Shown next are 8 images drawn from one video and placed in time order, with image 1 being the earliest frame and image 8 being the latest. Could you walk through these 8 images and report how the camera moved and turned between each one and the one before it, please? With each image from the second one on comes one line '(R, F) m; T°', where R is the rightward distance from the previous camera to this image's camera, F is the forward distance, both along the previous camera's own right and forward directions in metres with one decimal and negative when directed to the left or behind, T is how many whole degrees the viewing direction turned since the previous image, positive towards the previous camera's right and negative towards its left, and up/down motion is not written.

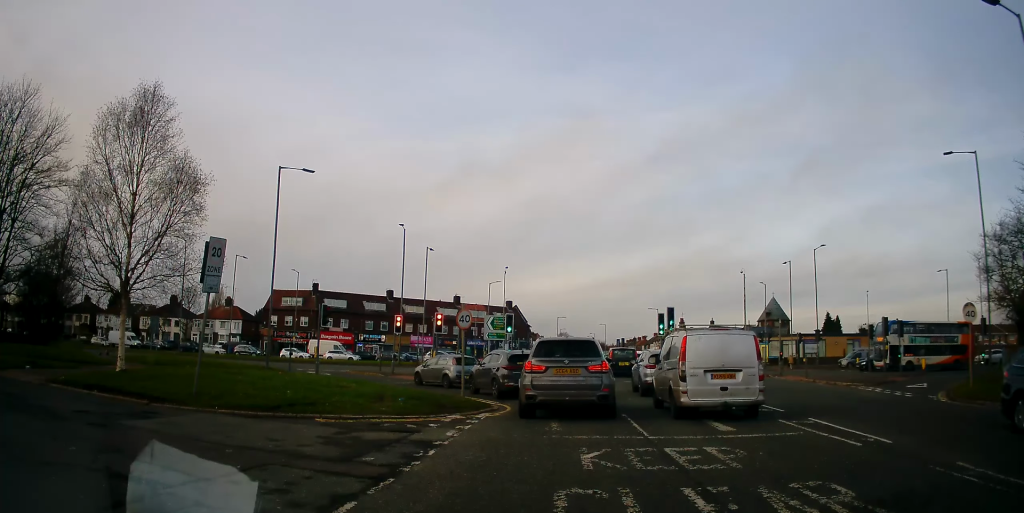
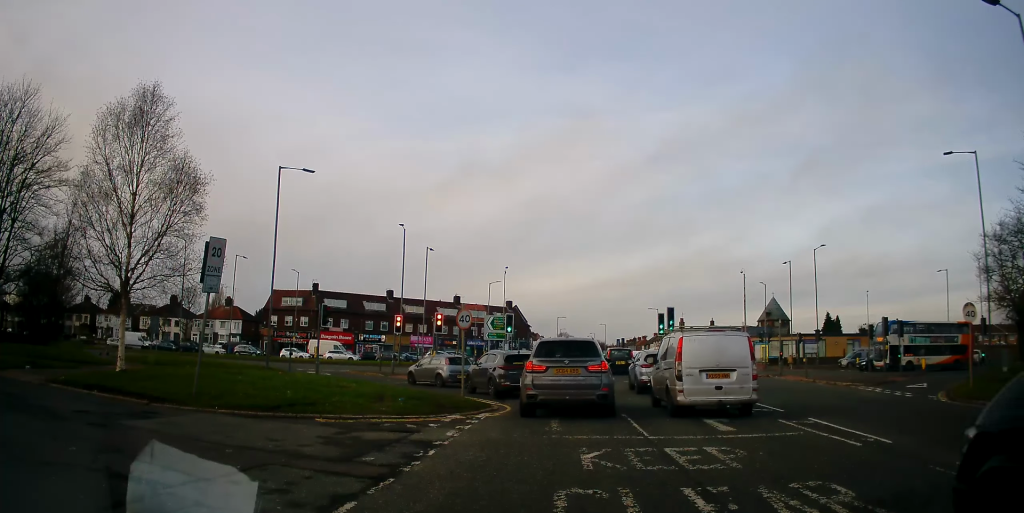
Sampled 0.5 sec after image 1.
(0.0, 0.0) m; 0°
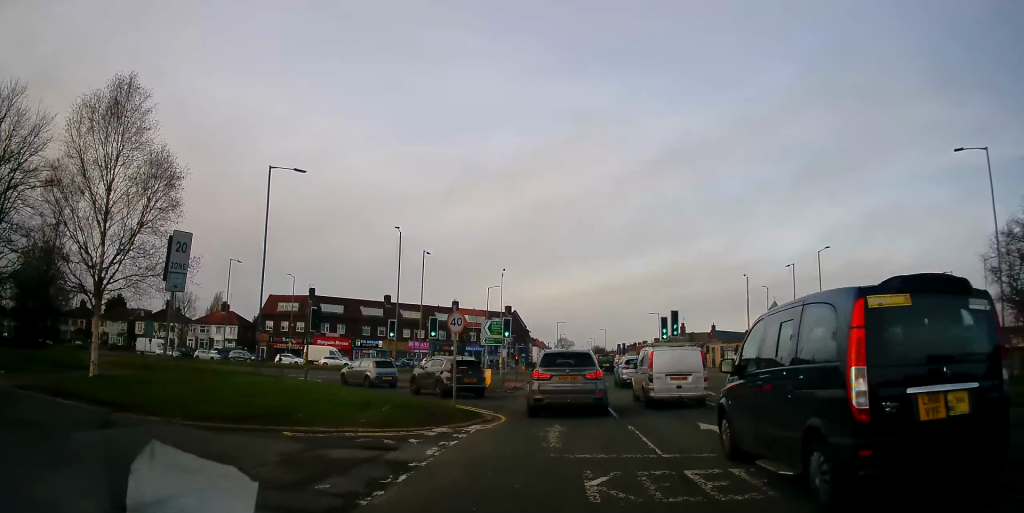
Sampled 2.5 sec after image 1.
(0.0, +0.4) m; 0°
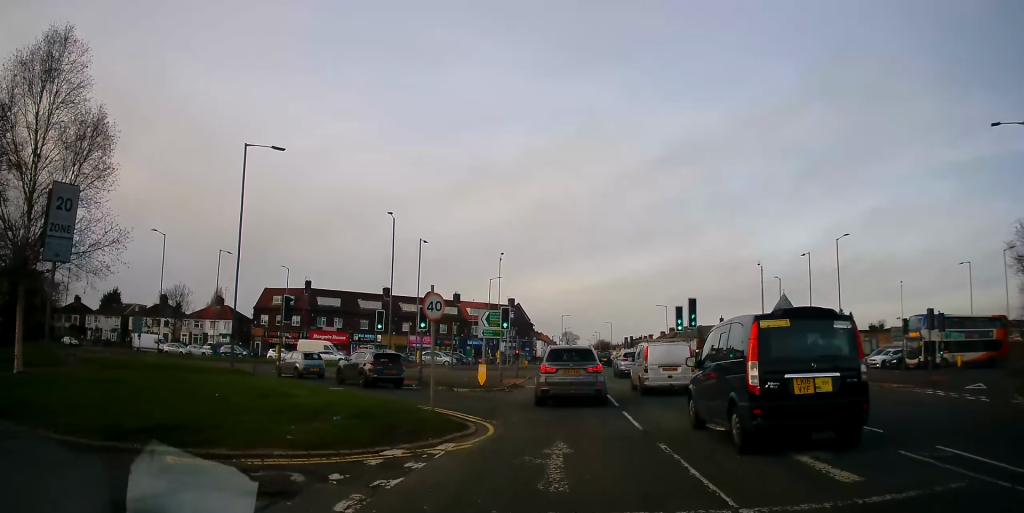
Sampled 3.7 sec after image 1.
(0.0, +2.0) m; 0°
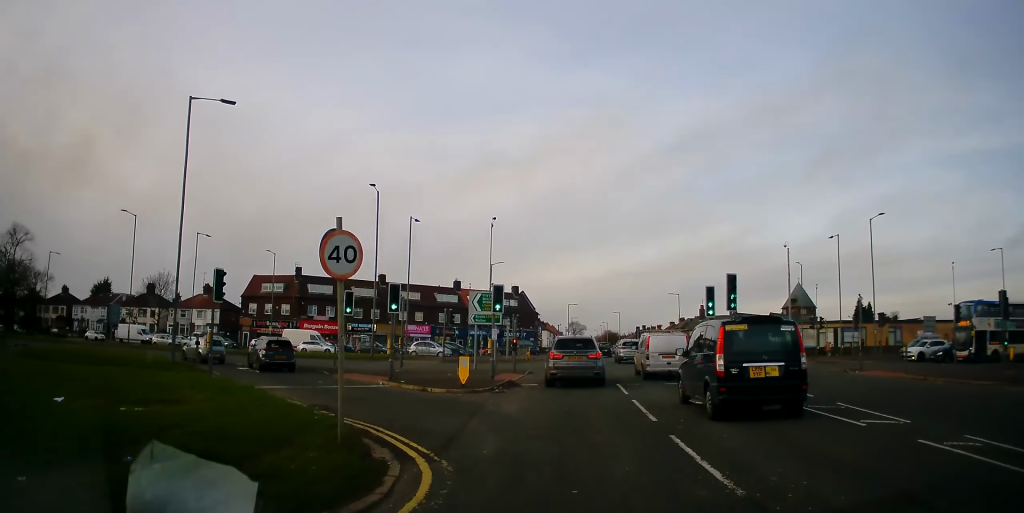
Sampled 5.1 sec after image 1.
(+0.2, +5.3) m; +3°
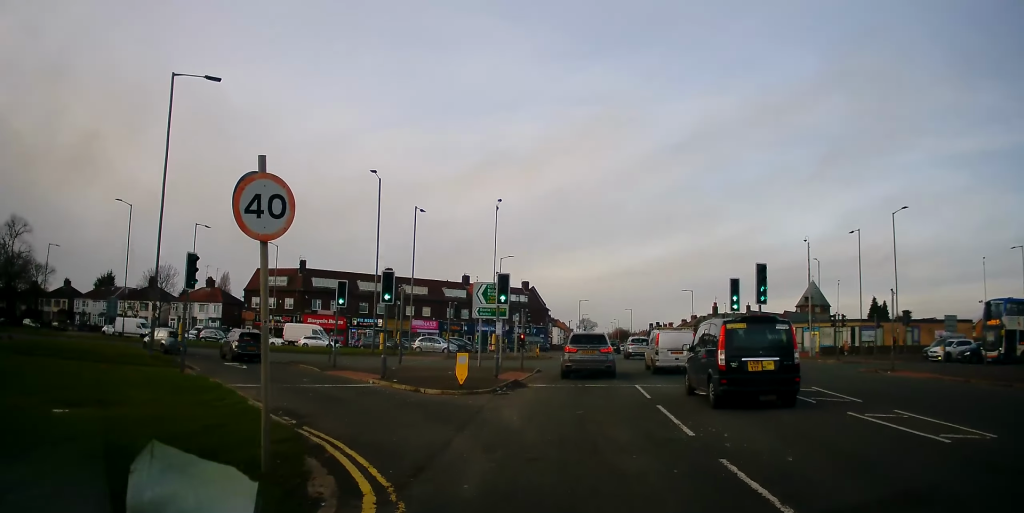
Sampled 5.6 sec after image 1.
(+0.1, +2.3) m; 0°
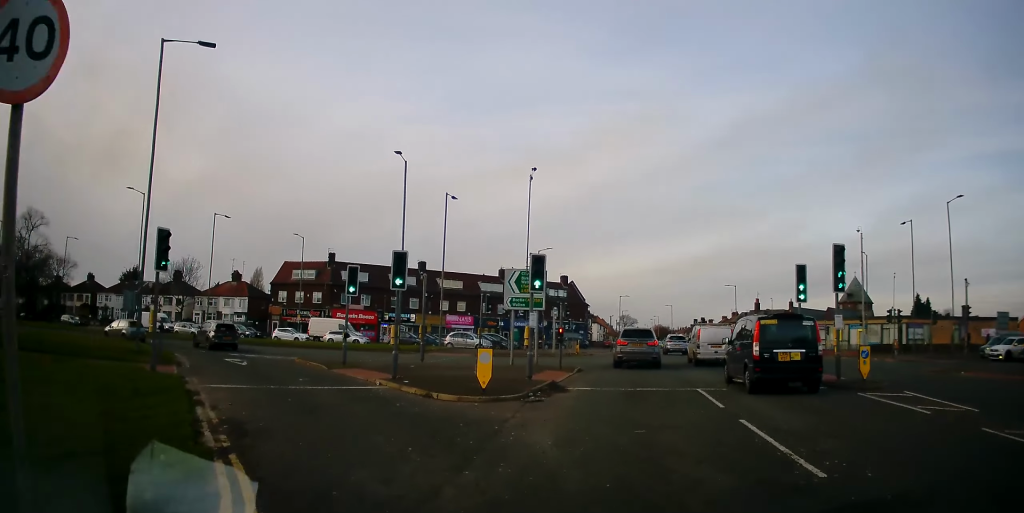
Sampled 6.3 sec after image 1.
(-0.2, +3.2) m; -4°
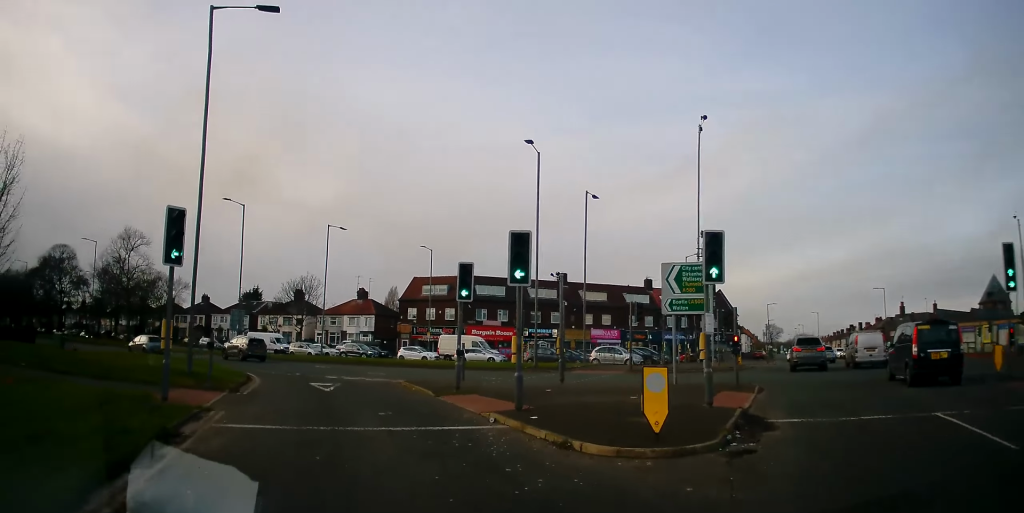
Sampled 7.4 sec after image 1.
(-0.3, +4.9) m; -12°
